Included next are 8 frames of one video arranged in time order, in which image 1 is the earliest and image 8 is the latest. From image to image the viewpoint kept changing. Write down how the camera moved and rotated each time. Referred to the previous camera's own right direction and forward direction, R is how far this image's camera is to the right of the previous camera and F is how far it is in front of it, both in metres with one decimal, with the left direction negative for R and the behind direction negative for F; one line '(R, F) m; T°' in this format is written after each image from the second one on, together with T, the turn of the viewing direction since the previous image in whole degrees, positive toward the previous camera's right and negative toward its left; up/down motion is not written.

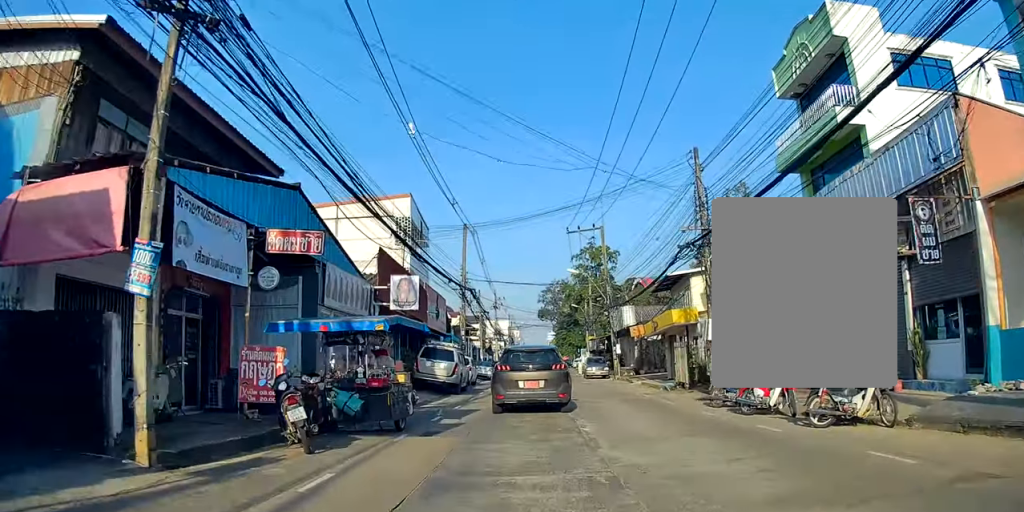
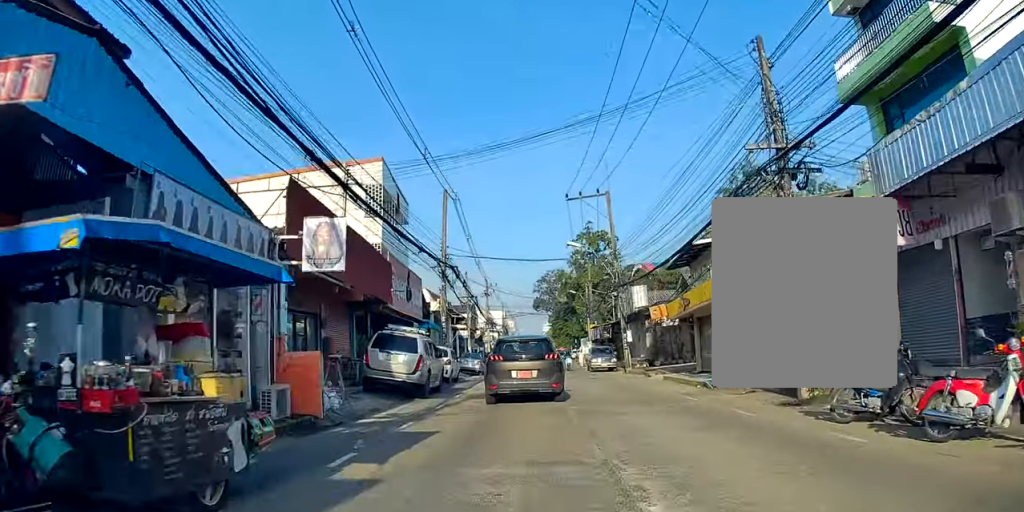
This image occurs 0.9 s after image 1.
(+0.1, +6.8) m; +2°
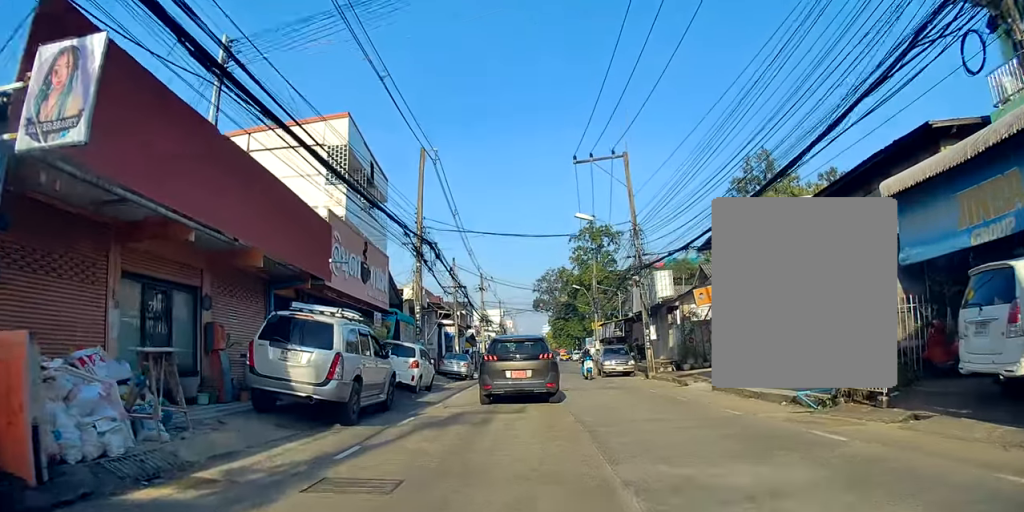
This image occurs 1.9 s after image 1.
(+0.1, +7.0) m; 0°
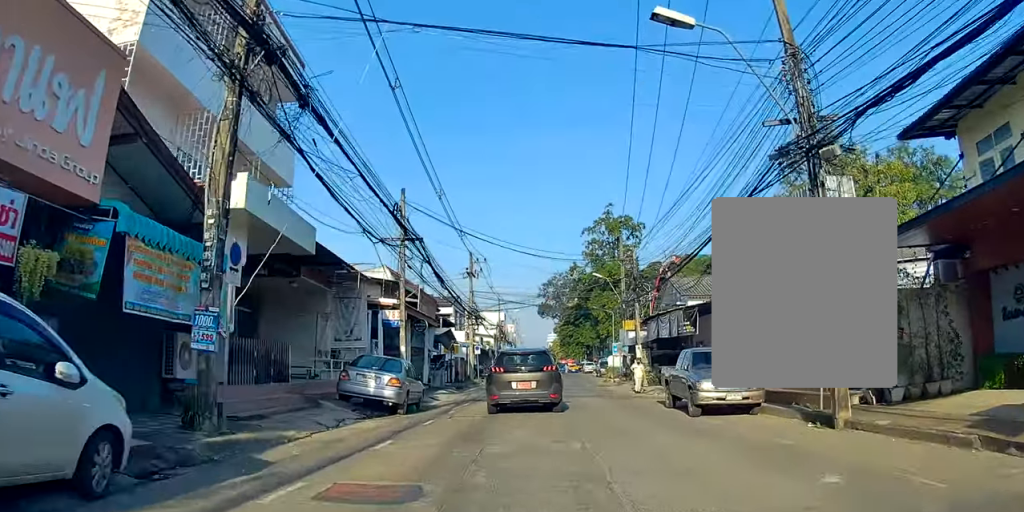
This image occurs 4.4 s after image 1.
(-0.2, +18.8) m; +1°
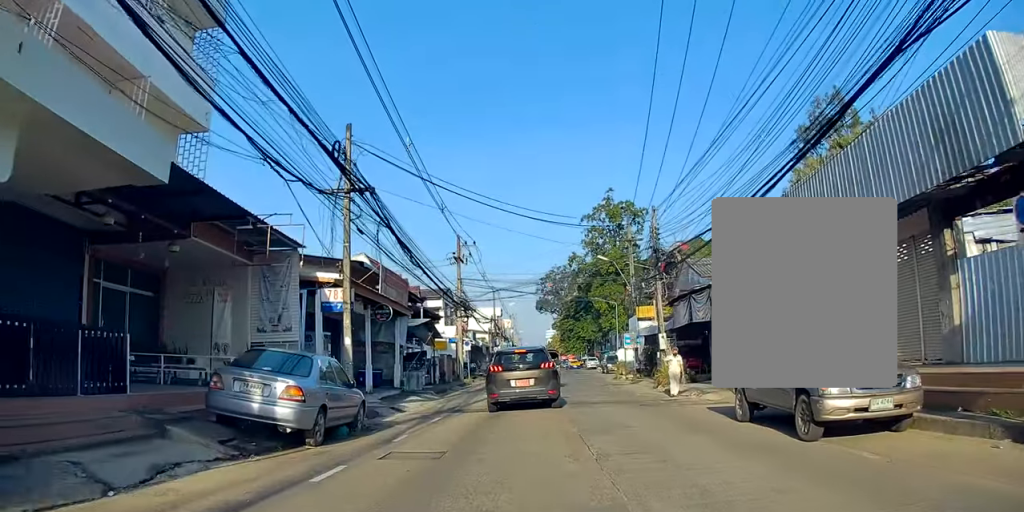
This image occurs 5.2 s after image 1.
(0.0, +6.6) m; 0°
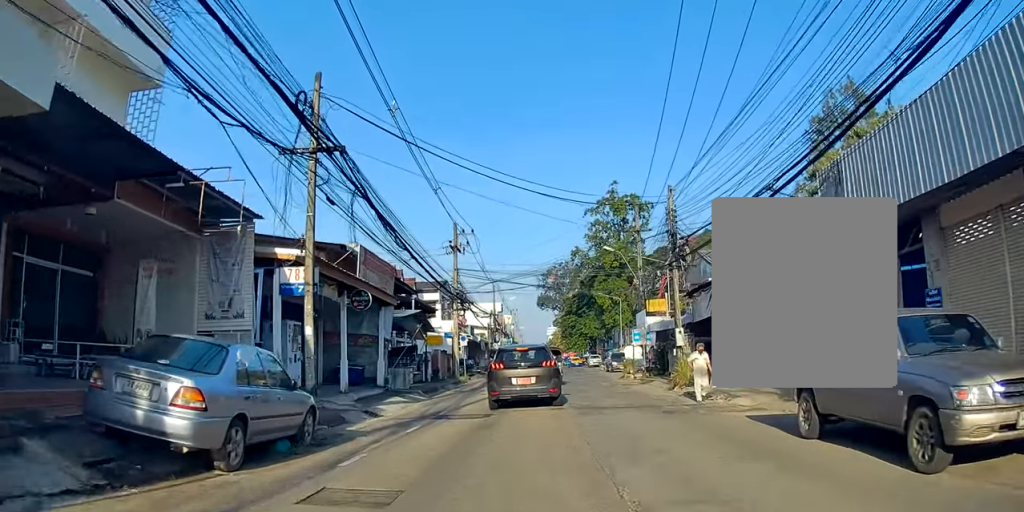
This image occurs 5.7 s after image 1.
(0.0, +3.2) m; 0°
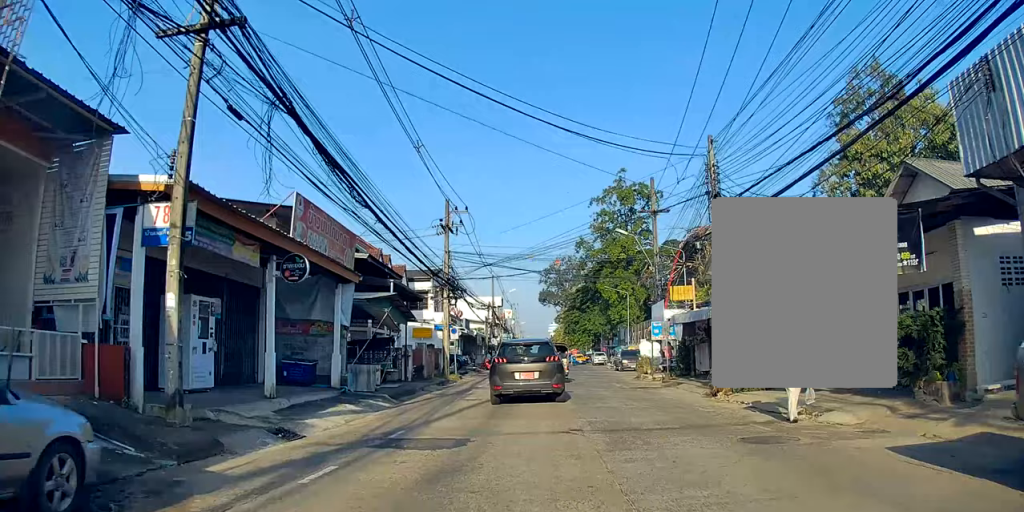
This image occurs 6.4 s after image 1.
(0.0, +5.6) m; -1°
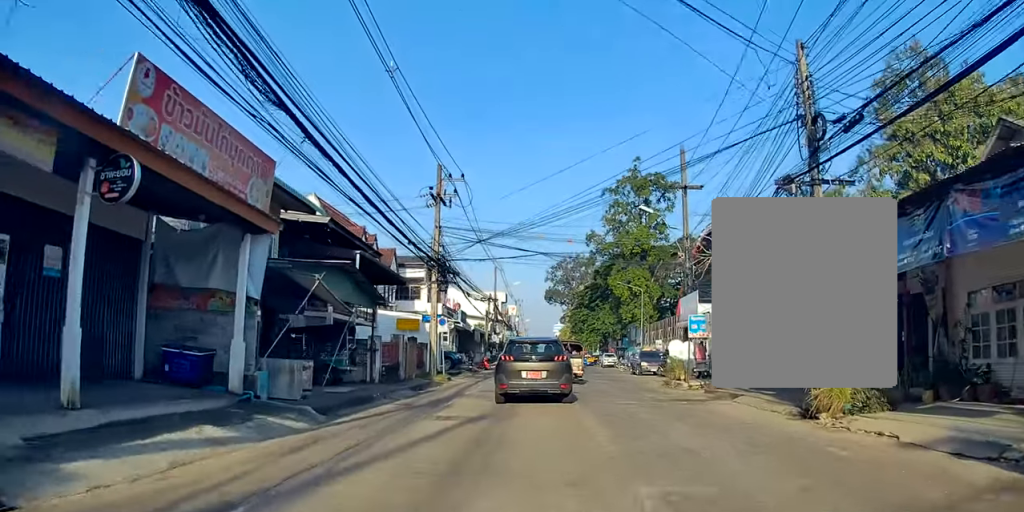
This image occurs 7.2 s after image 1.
(-0.1, +6.3) m; -1°
